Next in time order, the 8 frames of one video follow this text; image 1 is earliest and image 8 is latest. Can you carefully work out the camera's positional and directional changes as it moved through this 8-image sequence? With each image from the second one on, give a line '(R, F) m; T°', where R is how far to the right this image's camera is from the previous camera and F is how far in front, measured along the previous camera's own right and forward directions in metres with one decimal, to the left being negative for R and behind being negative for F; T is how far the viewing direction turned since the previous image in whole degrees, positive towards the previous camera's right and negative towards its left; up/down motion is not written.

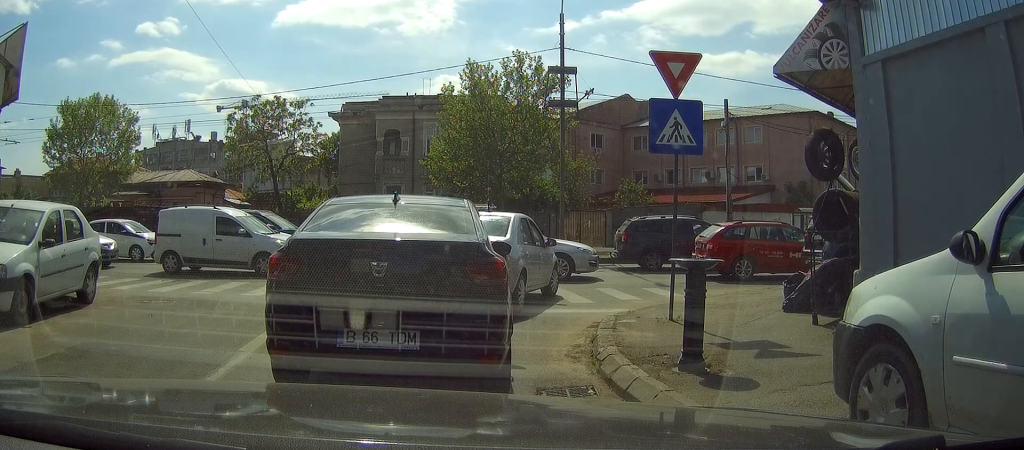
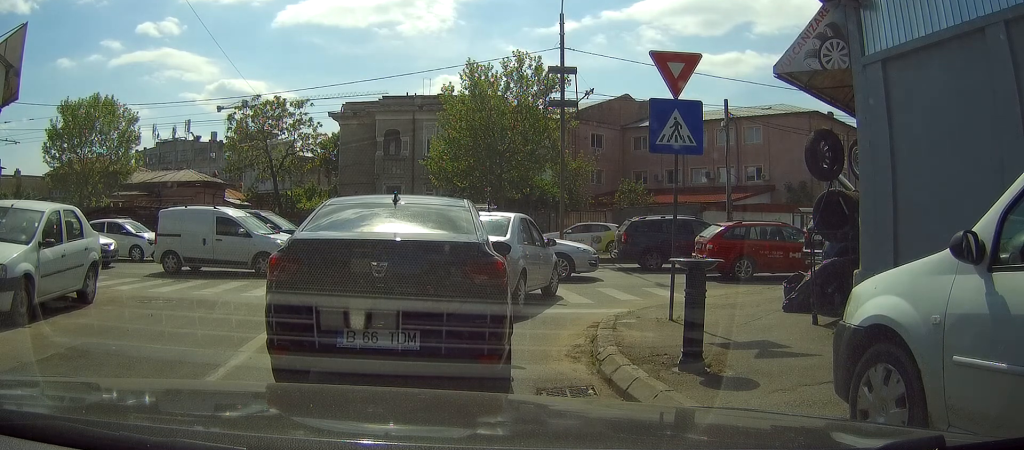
(0.0, 0.0) m; 0°
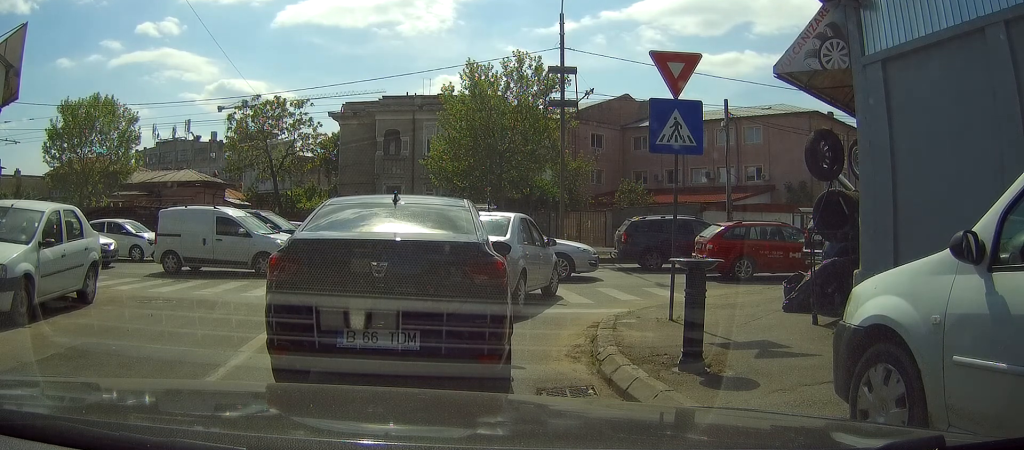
(0.0, 0.0) m; 0°
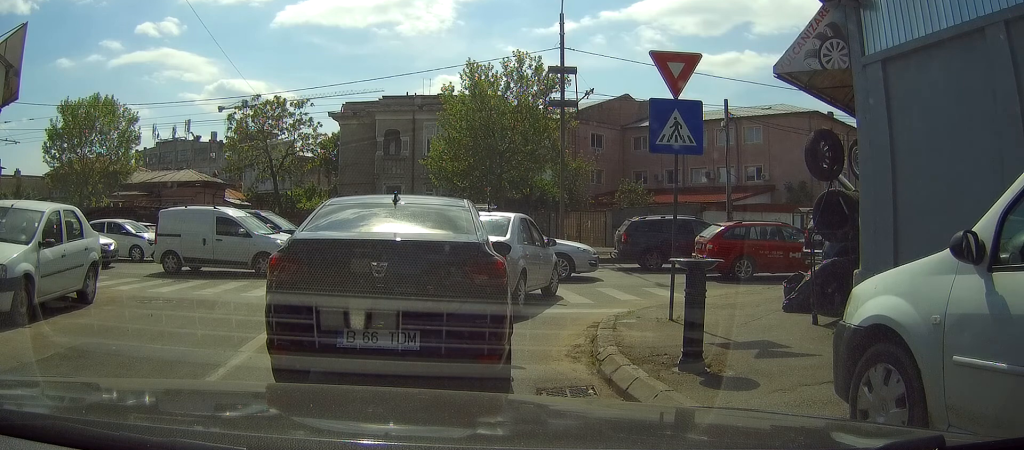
(0.0, 0.0) m; 0°
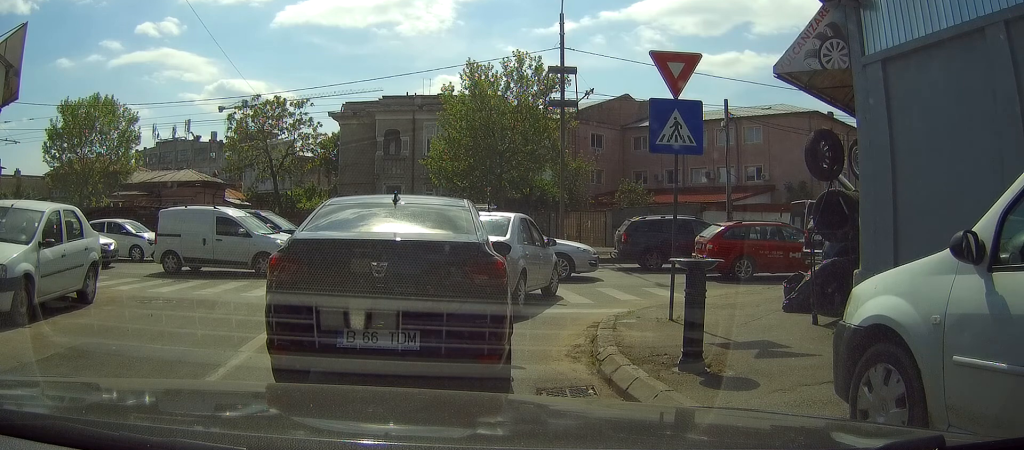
(0.0, 0.0) m; 0°
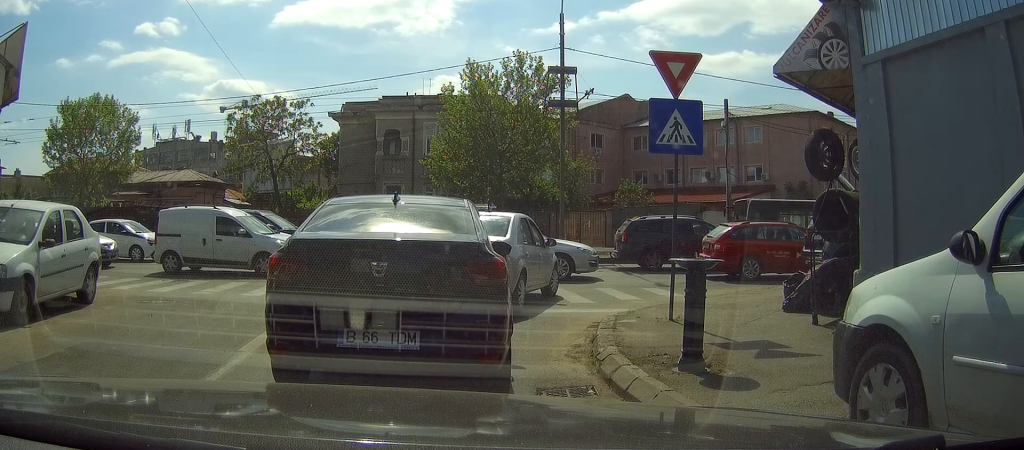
(0.0, 0.0) m; 0°
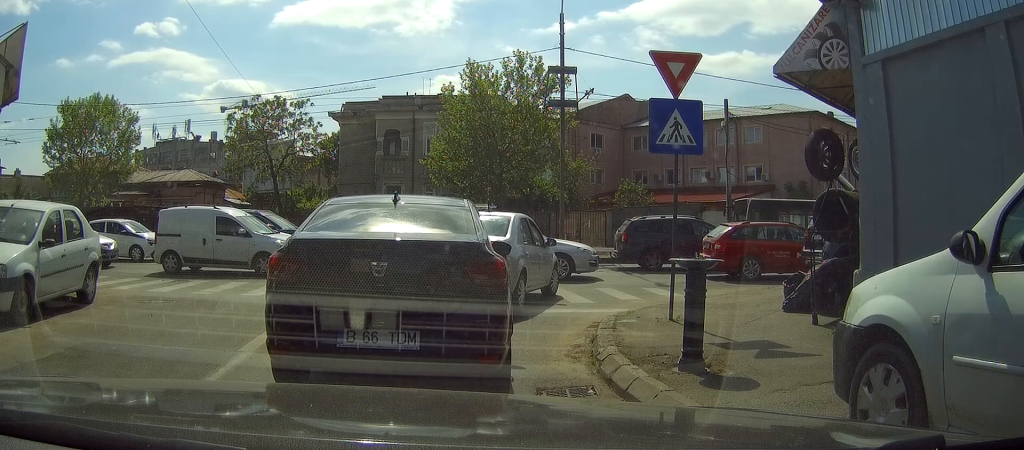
(0.0, 0.0) m; 0°
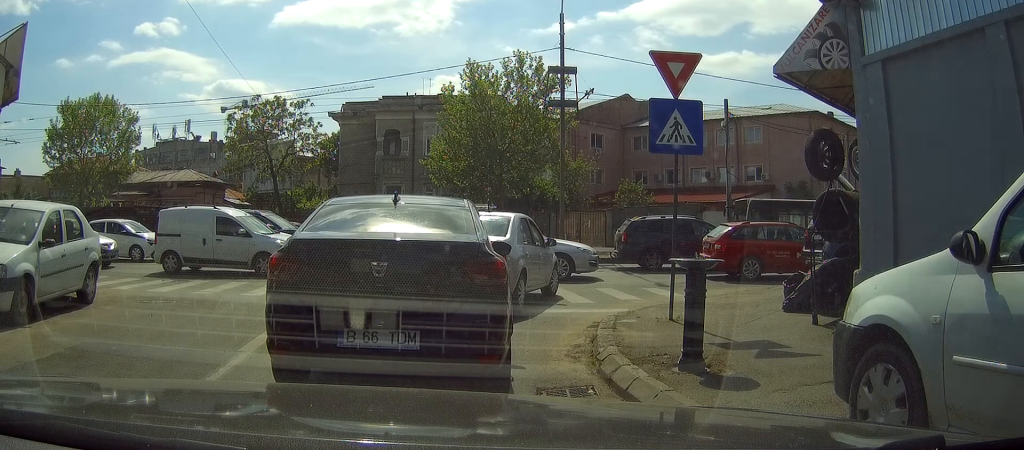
(0.0, 0.0) m; 0°
